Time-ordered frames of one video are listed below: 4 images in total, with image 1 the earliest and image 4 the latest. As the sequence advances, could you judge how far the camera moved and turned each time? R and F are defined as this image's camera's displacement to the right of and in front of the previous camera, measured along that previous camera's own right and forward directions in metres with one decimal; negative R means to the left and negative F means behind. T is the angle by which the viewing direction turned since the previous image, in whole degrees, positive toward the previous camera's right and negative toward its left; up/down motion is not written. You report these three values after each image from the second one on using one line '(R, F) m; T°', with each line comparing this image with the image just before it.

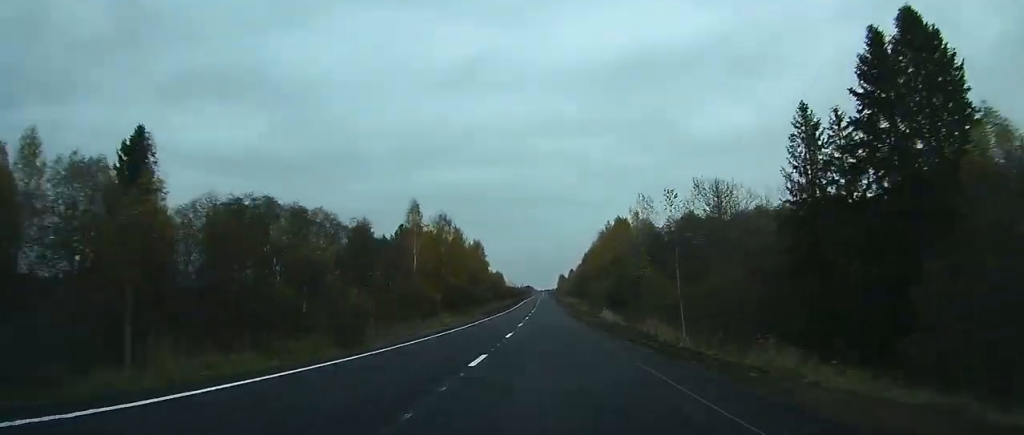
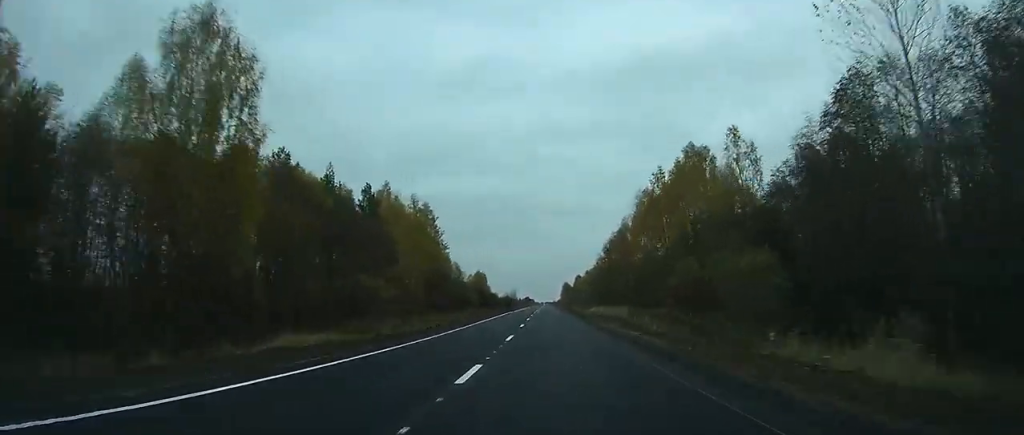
(-0.4, +72.3) m; -1°
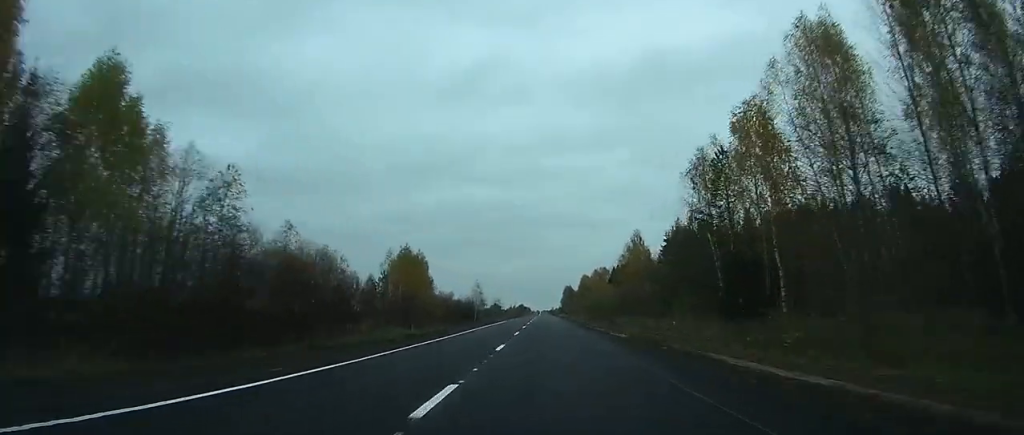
(0.0, +86.1) m; 0°
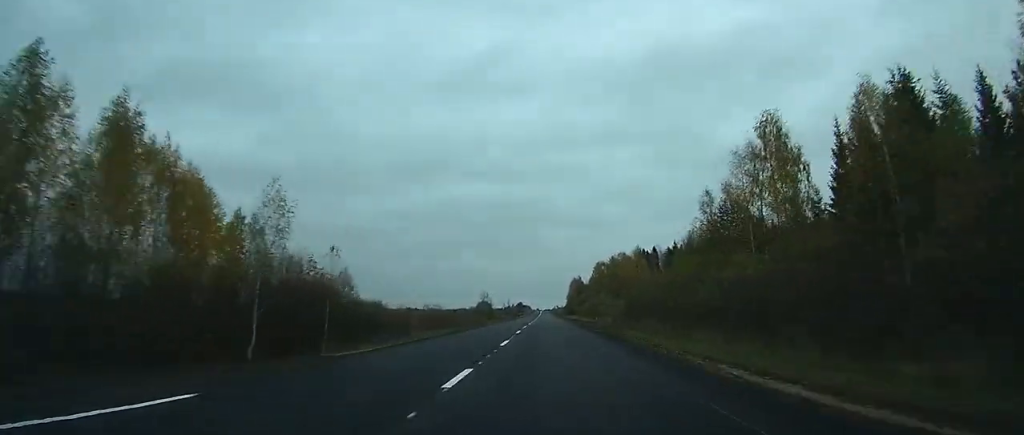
(+0.2, +72.4) m; 0°
